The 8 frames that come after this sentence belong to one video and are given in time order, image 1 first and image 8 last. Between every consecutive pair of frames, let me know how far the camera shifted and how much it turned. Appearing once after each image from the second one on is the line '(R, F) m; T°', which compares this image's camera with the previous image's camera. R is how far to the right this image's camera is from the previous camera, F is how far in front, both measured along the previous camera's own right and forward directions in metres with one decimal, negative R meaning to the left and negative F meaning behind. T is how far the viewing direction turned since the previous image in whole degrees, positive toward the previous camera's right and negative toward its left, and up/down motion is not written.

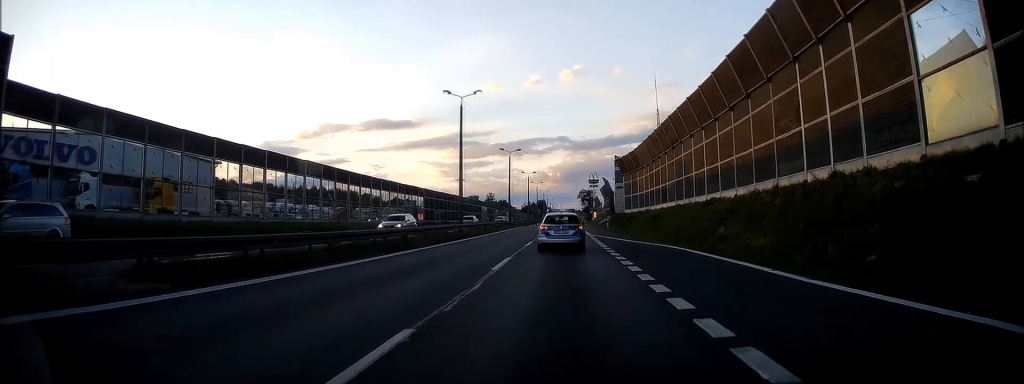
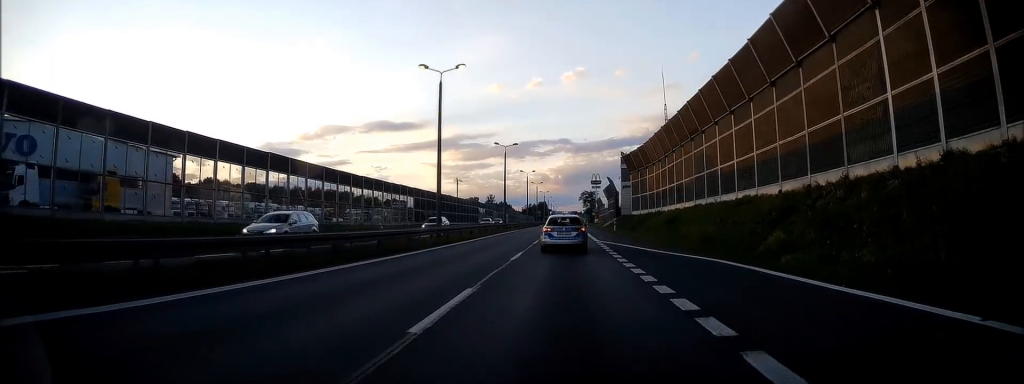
(+0.1, +7.9) m; 0°
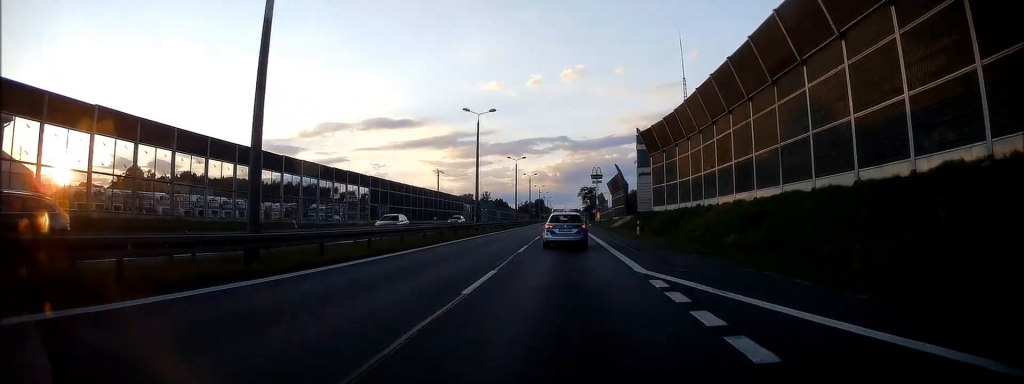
(-0.2, +20.7) m; -1°
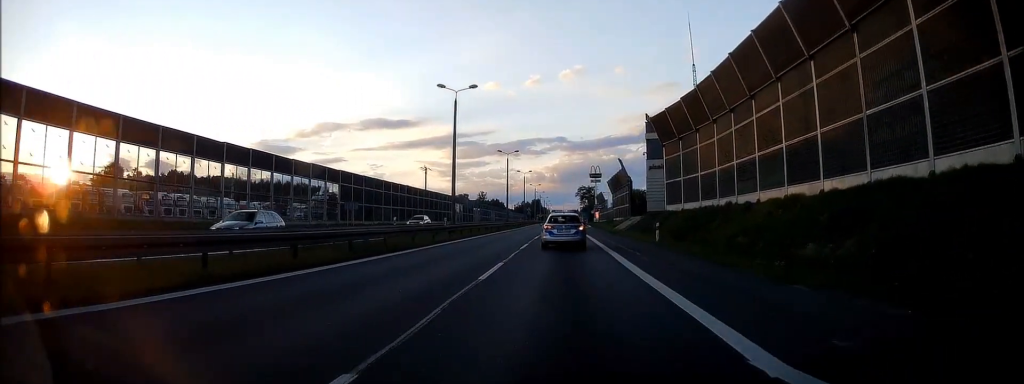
(+0.2, +9.4) m; +1°
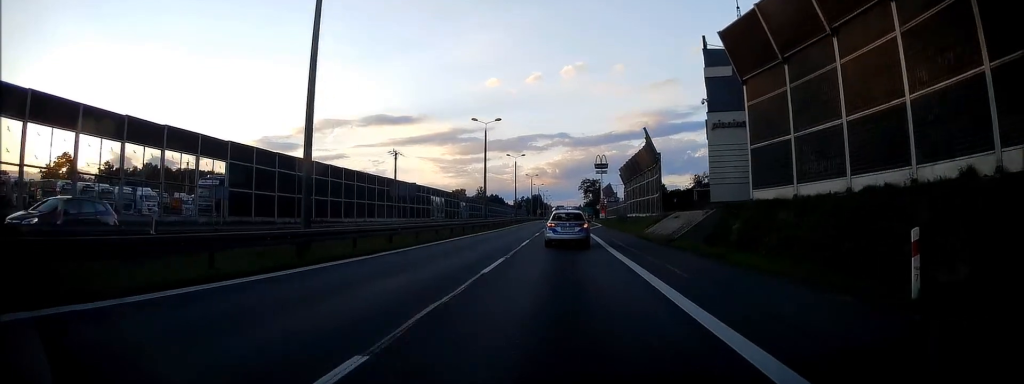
(+0.1, +23.2) m; 0°
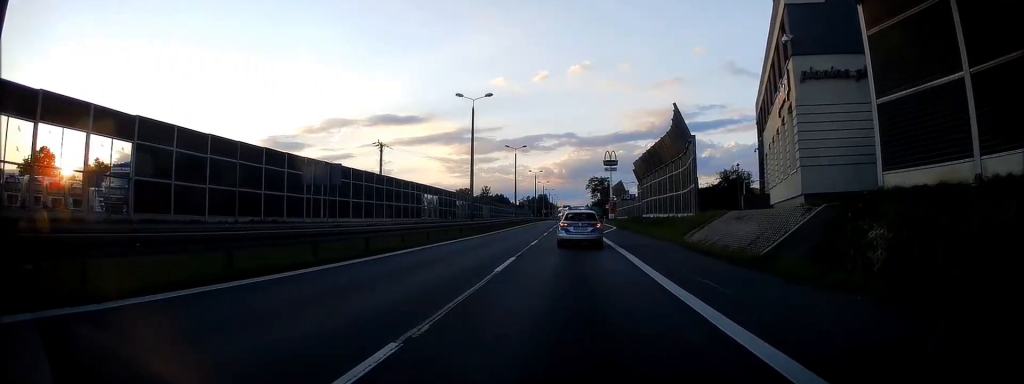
(-0.1, +11.8) m; -1°
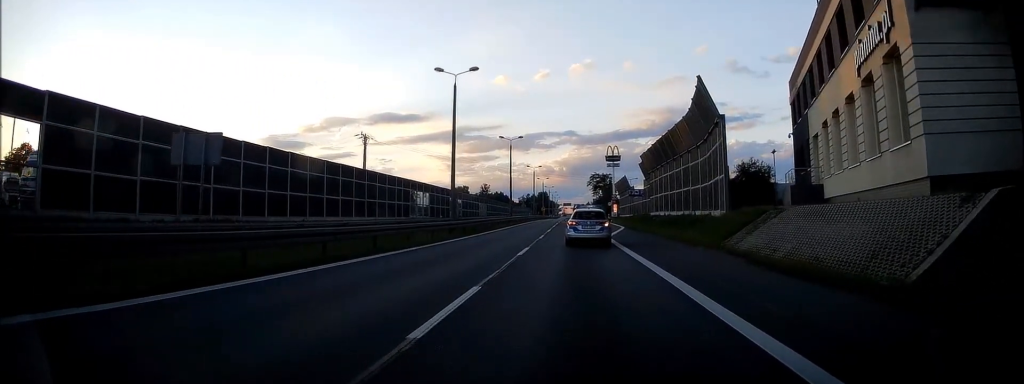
(0.0, +7.8) m; 0°
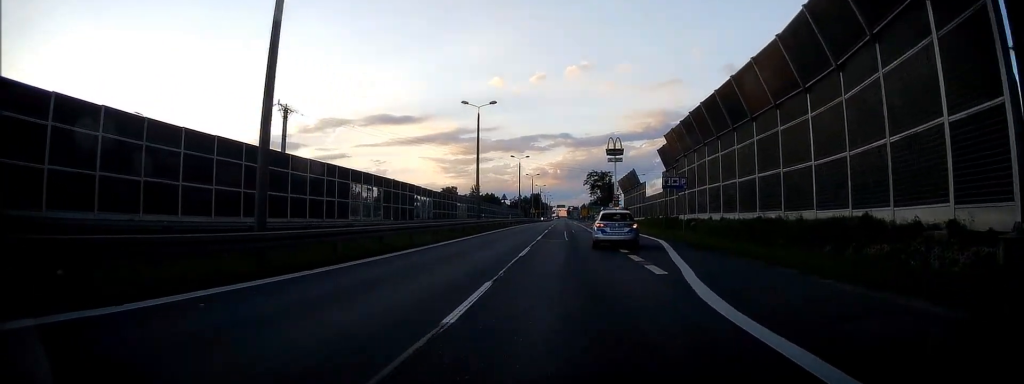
(+0.1, +24.0) m; +1°
